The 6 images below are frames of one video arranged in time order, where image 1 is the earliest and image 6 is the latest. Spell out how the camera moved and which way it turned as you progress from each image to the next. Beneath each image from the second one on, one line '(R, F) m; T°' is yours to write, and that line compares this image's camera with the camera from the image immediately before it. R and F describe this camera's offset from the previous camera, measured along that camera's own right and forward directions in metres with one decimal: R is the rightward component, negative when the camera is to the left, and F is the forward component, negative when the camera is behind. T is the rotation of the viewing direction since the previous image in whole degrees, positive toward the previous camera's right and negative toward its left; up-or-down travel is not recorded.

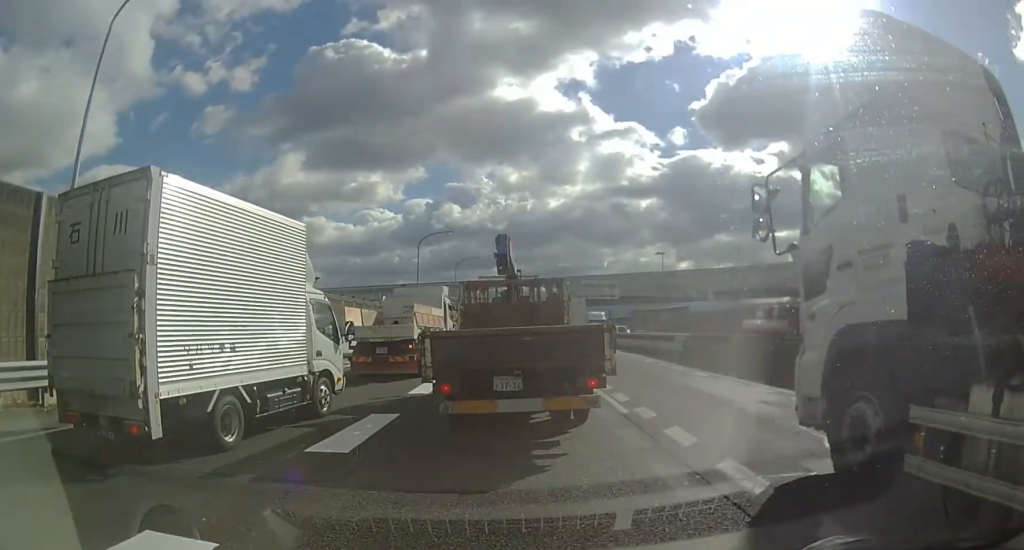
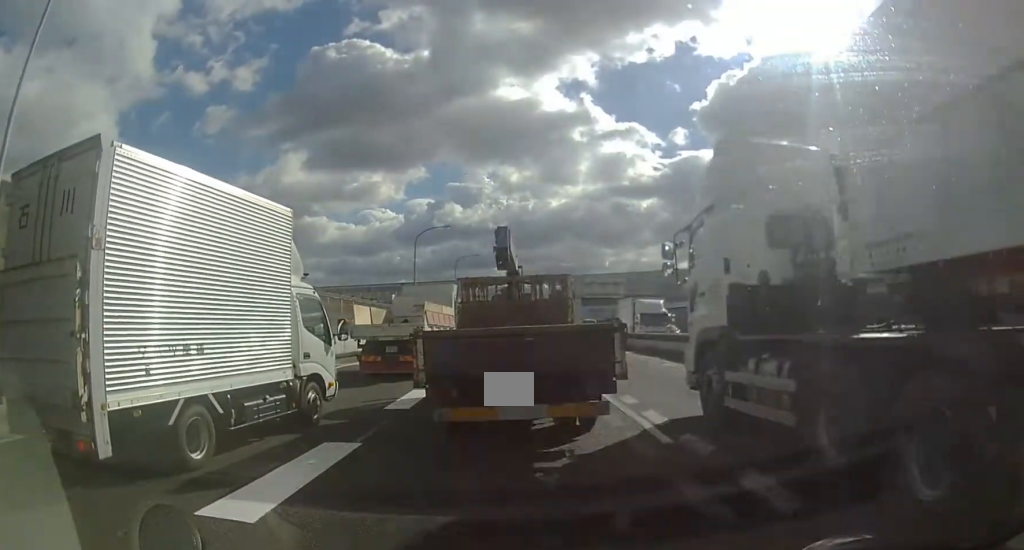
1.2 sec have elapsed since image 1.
(0.0, +2.9) m; 0°
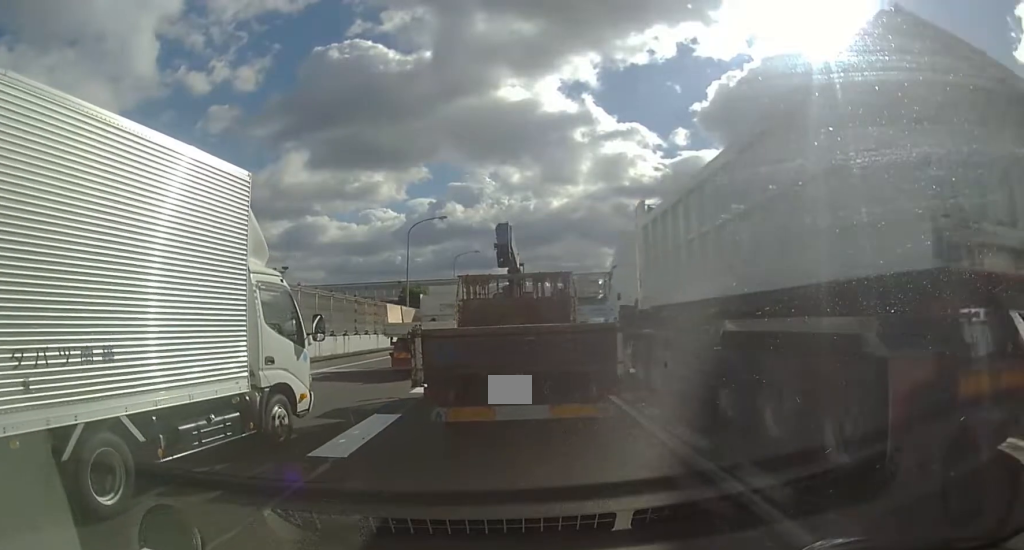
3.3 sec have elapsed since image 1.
(0.0, +4.3) m; -2°
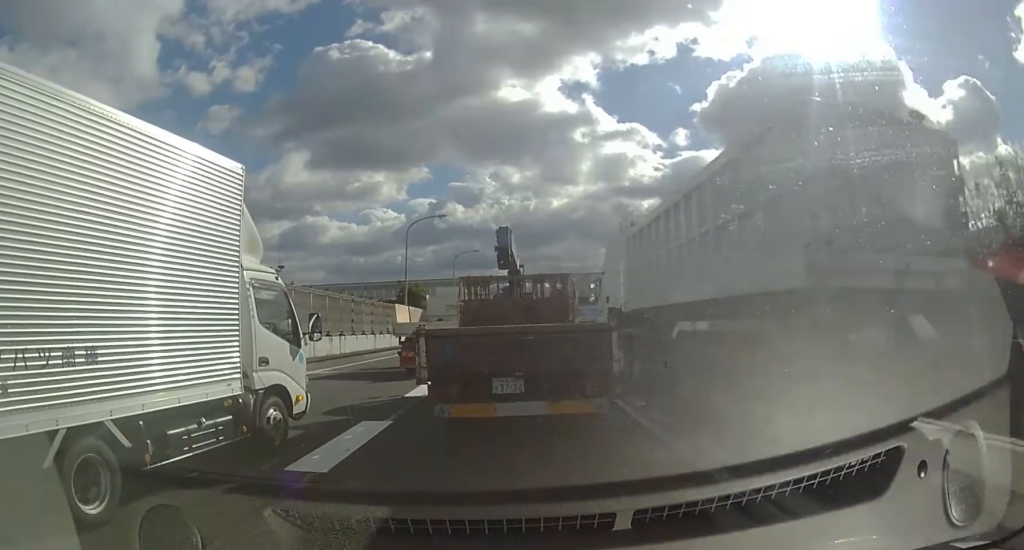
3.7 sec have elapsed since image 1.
(0.0, +0.8) m; -1°
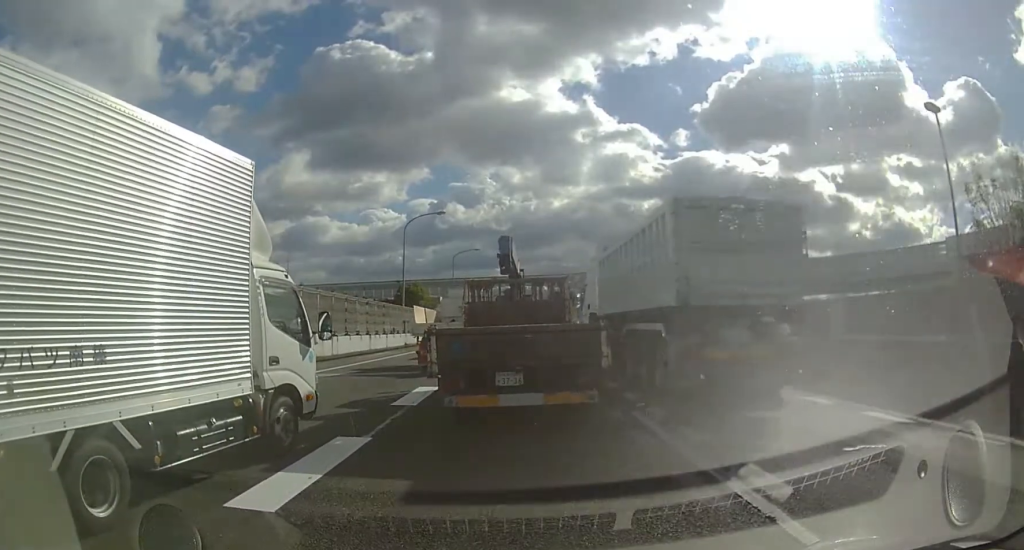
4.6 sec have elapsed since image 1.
(0.0, +1.6) m; 0°
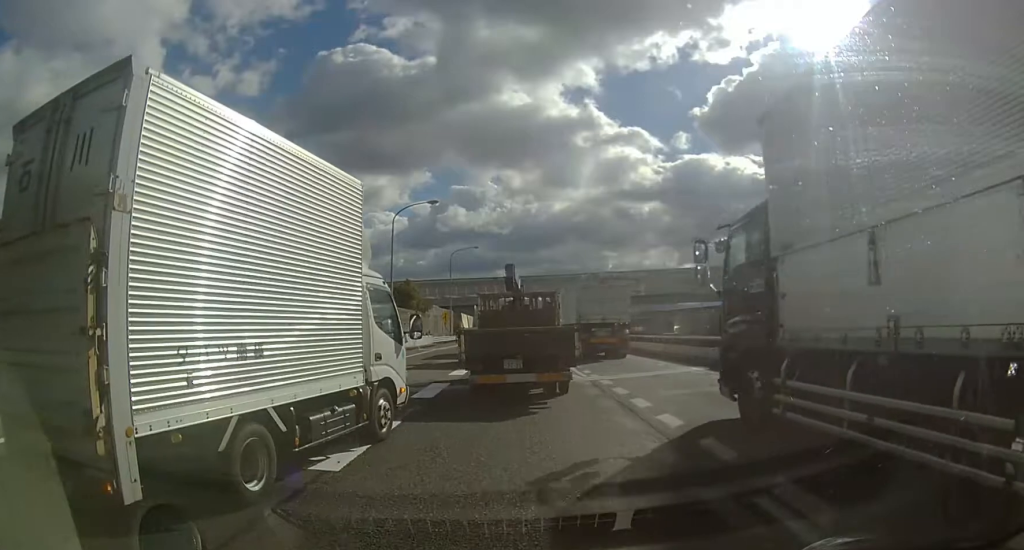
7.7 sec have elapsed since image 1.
(0.0, +4.6) m; +1°
